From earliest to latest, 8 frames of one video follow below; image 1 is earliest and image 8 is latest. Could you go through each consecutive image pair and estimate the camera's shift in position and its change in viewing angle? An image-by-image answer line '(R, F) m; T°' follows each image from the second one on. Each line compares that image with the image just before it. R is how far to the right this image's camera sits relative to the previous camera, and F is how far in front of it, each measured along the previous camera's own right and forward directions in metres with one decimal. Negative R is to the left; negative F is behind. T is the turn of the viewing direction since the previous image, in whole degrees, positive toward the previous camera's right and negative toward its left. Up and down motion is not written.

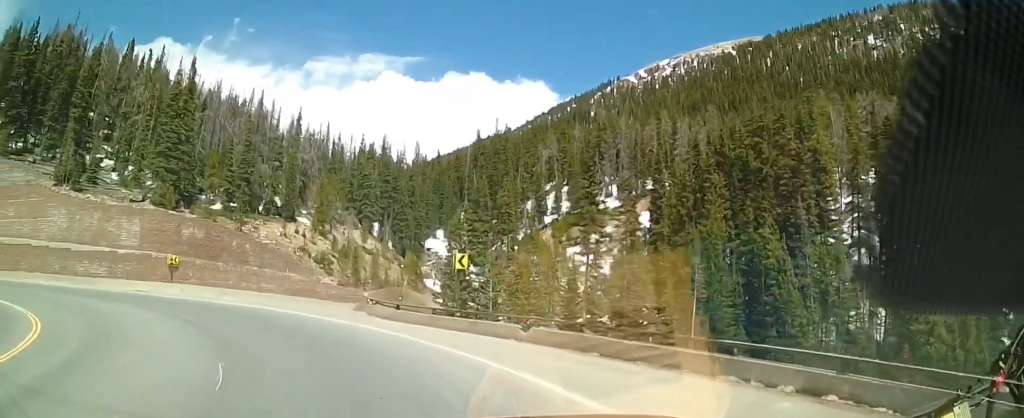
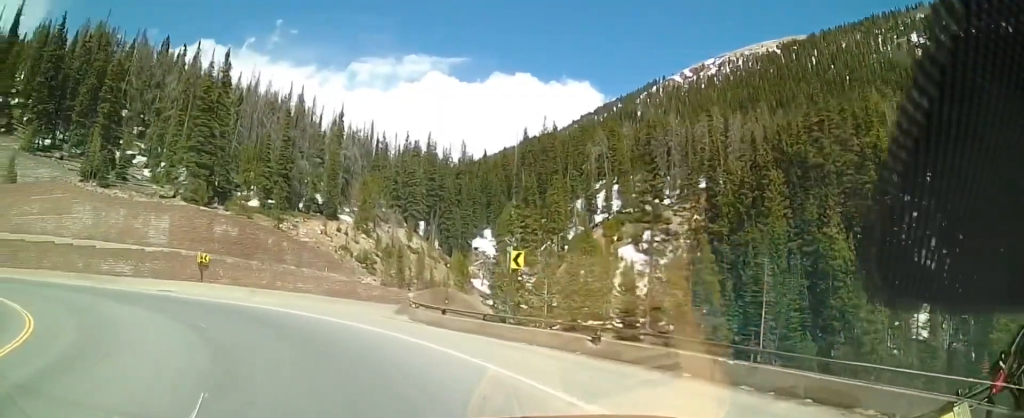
(+0.2, +3.1) m; -4°
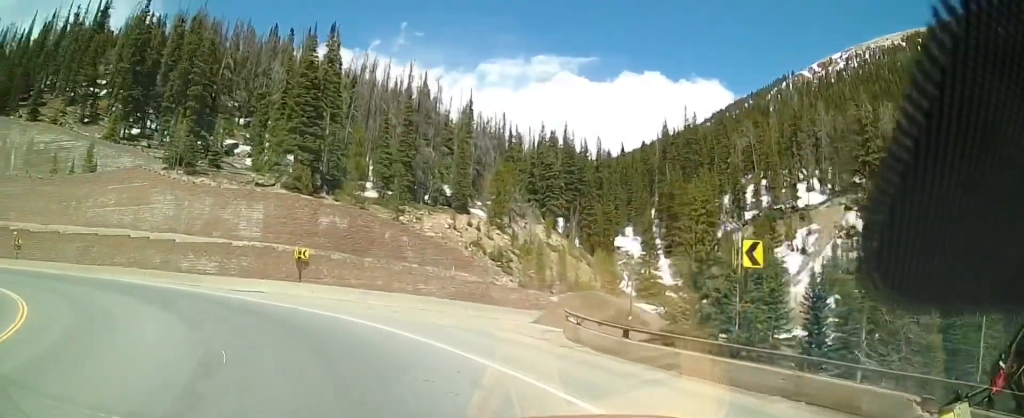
(-1.2, +7.7) m; -16°
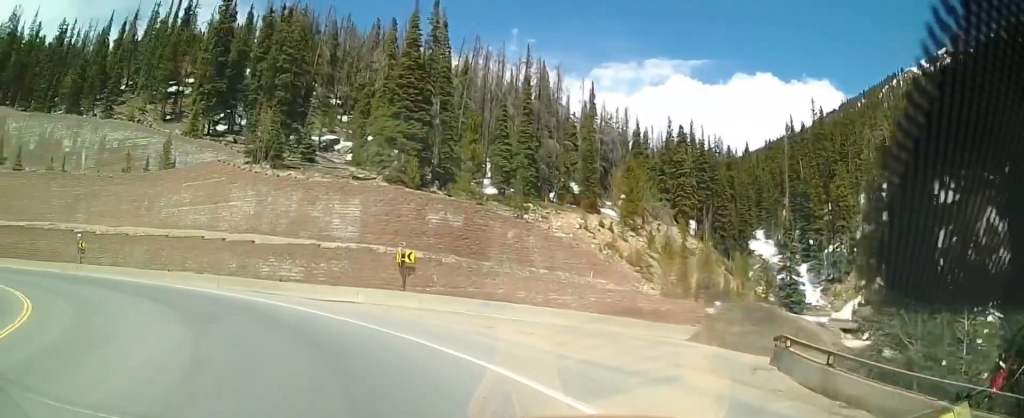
(-0.8, +6.7) m; -8°
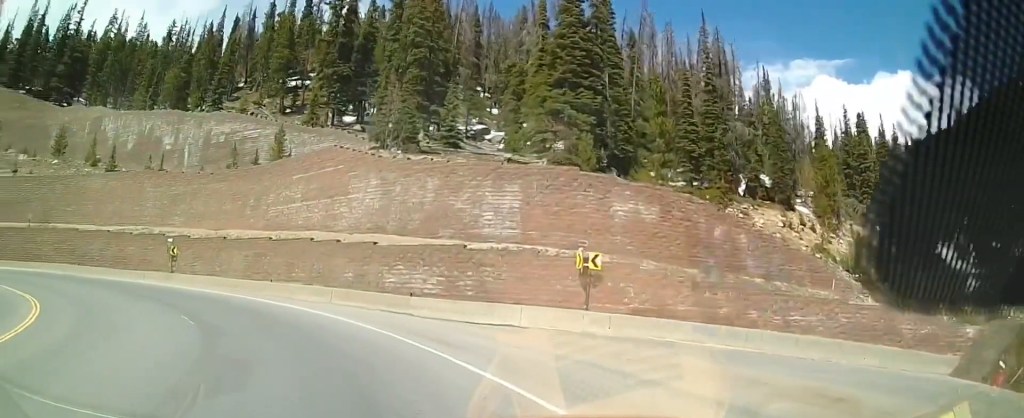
(-0.7, +8.9) m; -14°
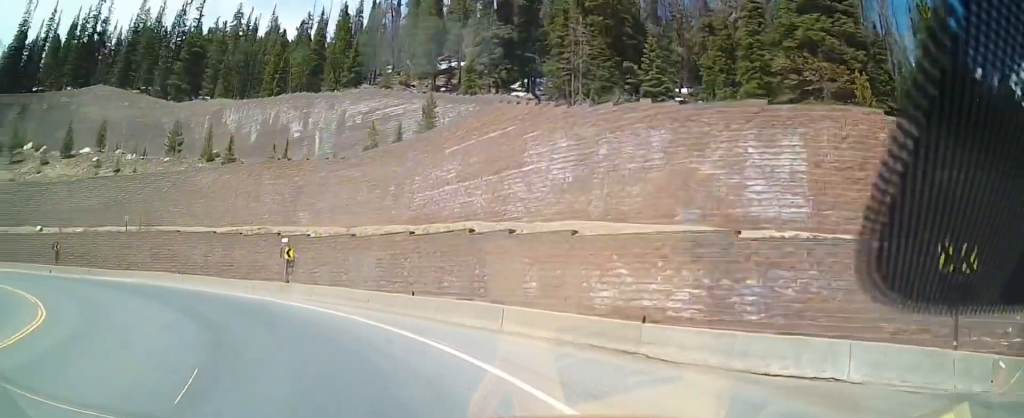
(-2.1, +10.0) m; -18°
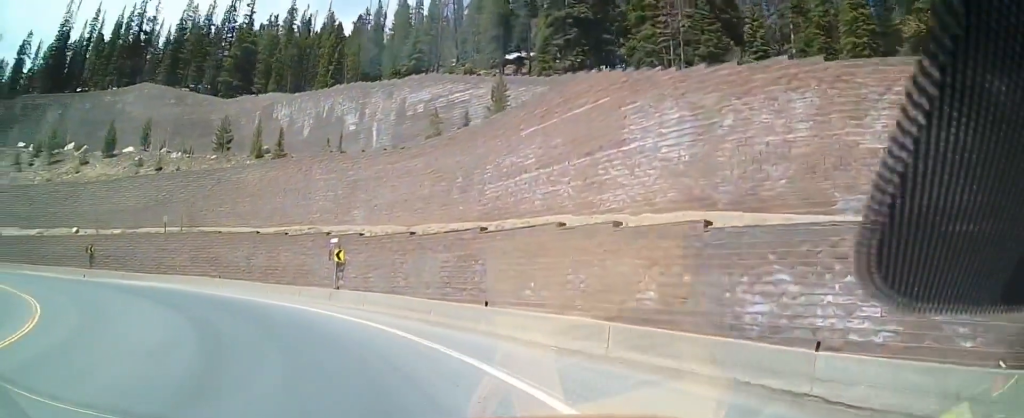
(+0.1, +4.4) m; -4°
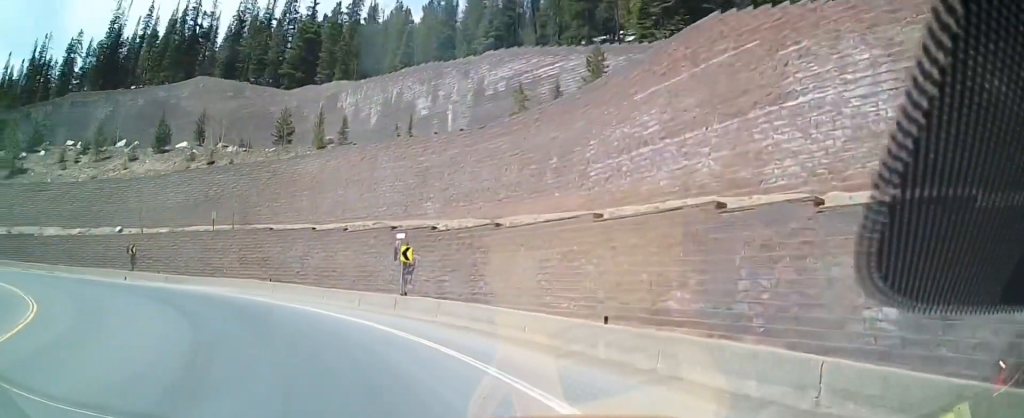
(-0.3, +5.2) m; -10°
